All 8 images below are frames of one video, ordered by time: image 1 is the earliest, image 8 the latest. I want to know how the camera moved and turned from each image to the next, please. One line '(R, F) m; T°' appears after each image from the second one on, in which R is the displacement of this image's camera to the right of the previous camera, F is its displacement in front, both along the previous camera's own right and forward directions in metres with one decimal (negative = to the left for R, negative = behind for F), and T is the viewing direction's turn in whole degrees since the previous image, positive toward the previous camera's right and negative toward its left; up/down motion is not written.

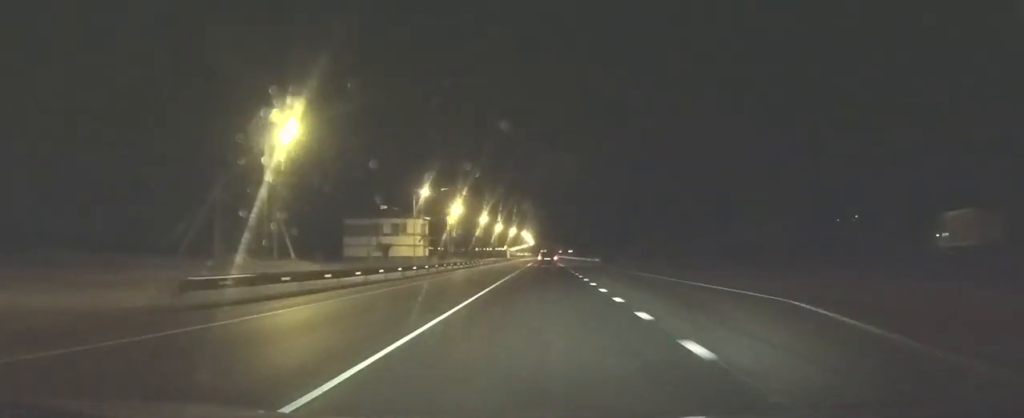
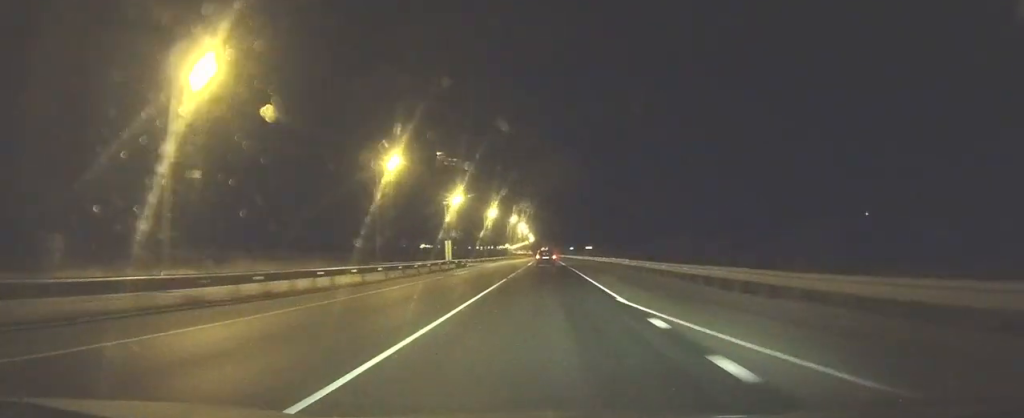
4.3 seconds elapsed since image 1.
(-0.4, +86.9) m; 0°
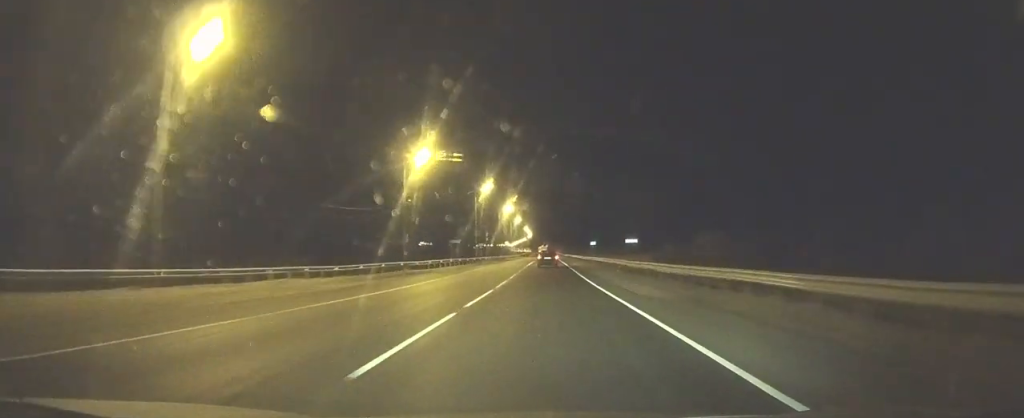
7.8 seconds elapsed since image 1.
(-0.2, +68.4) m; -1°
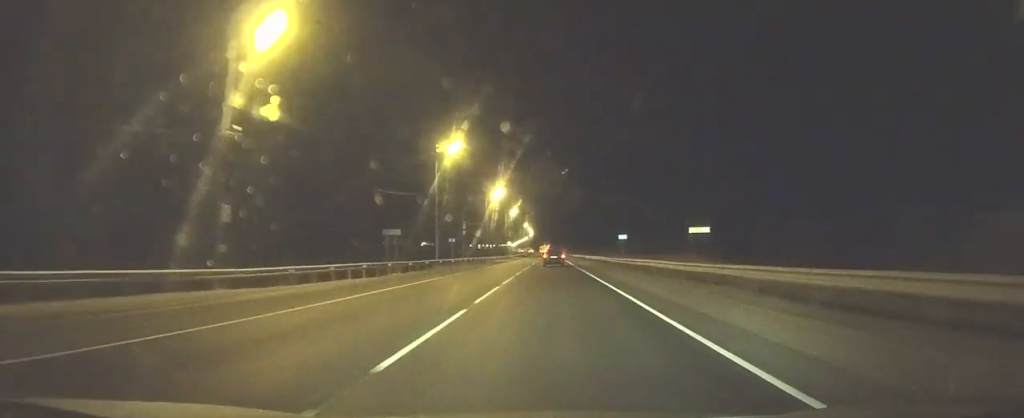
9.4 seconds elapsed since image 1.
(-0.2, +31.8) m; 0°
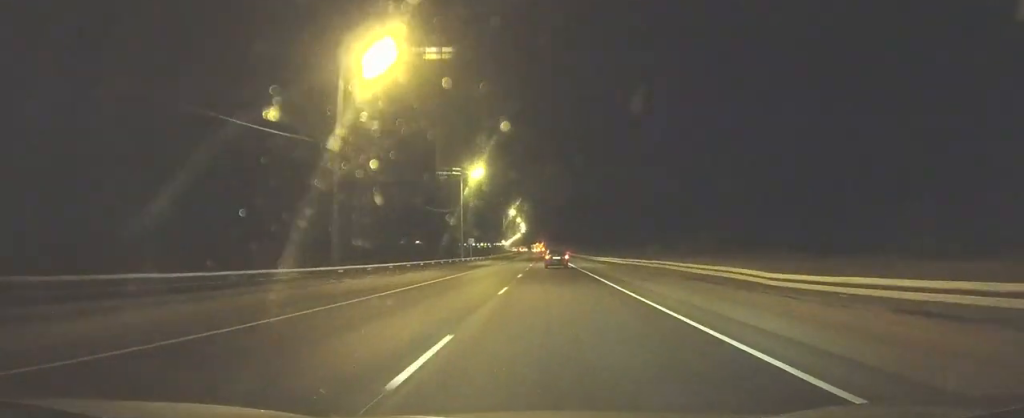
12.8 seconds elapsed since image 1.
(+0.1, +65.8) m; 0°
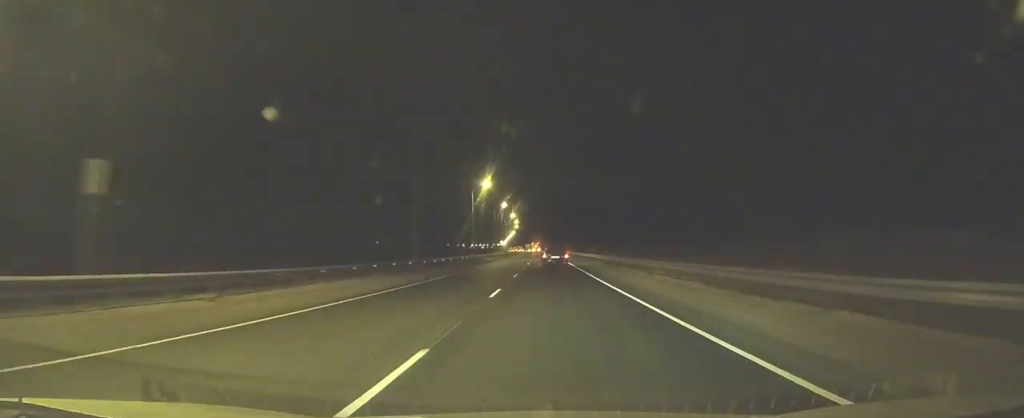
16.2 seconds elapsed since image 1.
(+0.2, +60.4) m; 0°
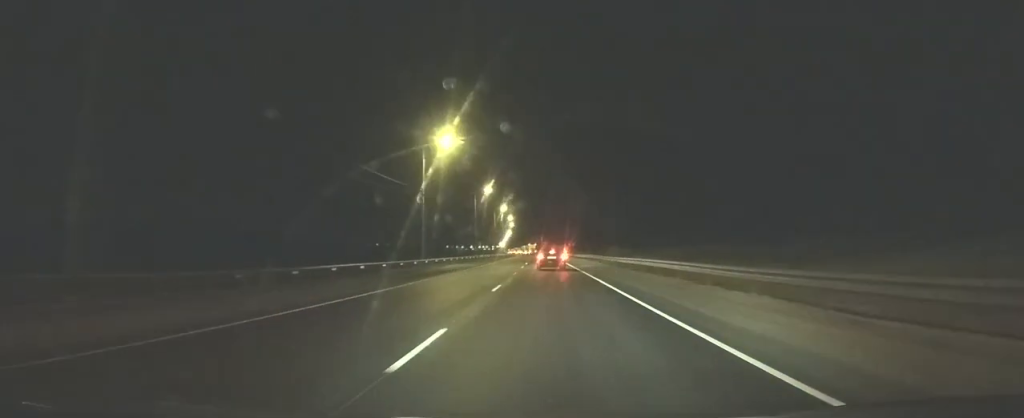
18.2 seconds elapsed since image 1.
(0.0, +31.8) m; 0°
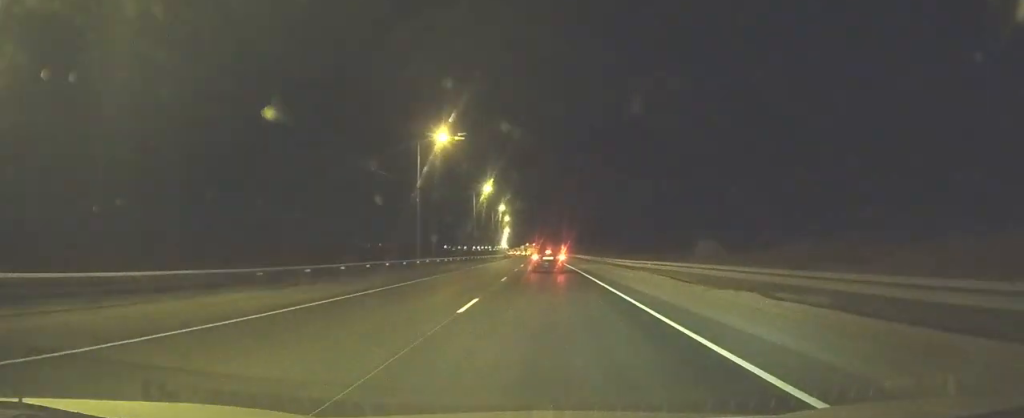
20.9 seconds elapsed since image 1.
(-0.2, +39.2) m; -1°
